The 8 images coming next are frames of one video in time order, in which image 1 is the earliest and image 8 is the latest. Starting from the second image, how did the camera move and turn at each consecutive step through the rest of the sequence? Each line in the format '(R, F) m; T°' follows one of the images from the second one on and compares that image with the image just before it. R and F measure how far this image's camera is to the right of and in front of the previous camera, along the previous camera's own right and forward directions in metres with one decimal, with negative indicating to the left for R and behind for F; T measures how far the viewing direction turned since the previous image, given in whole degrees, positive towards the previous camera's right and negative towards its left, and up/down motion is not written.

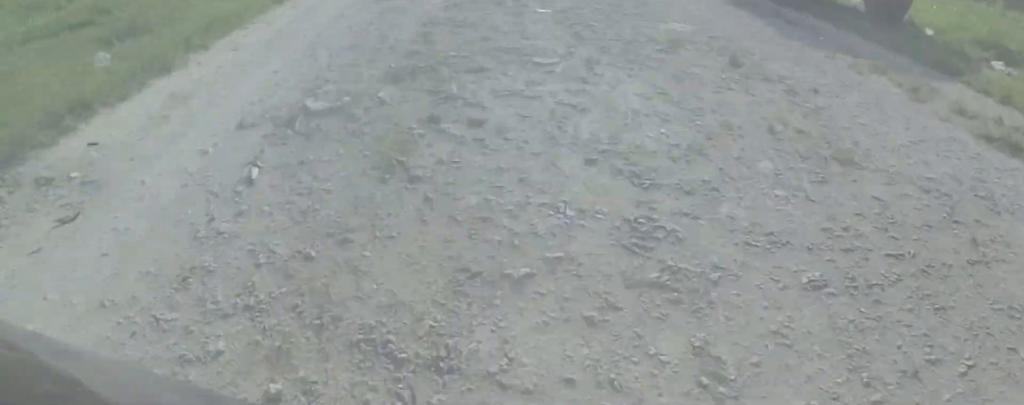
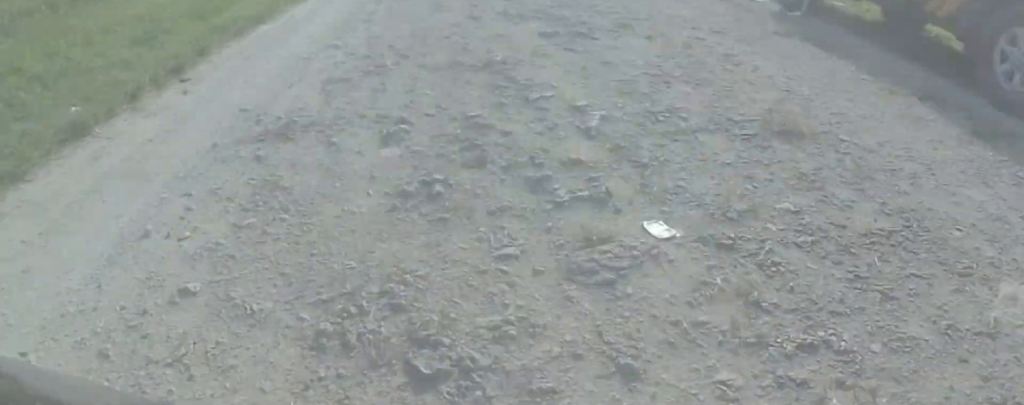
(+0.1, +3.5) m; -1°
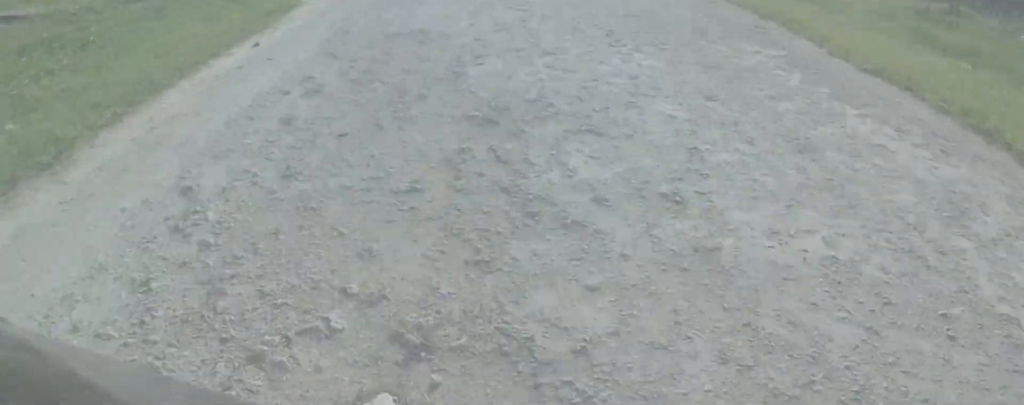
(-0.6, +9.2) m; 0°
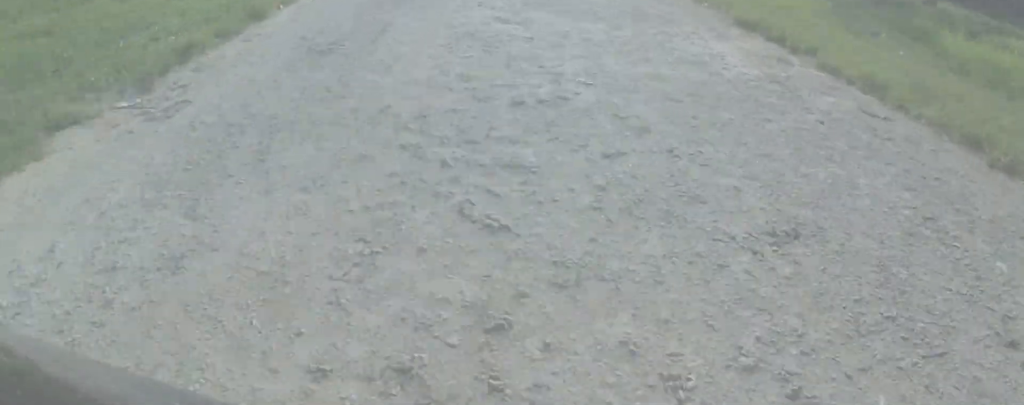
(+0.8, +3.8) m; 0°
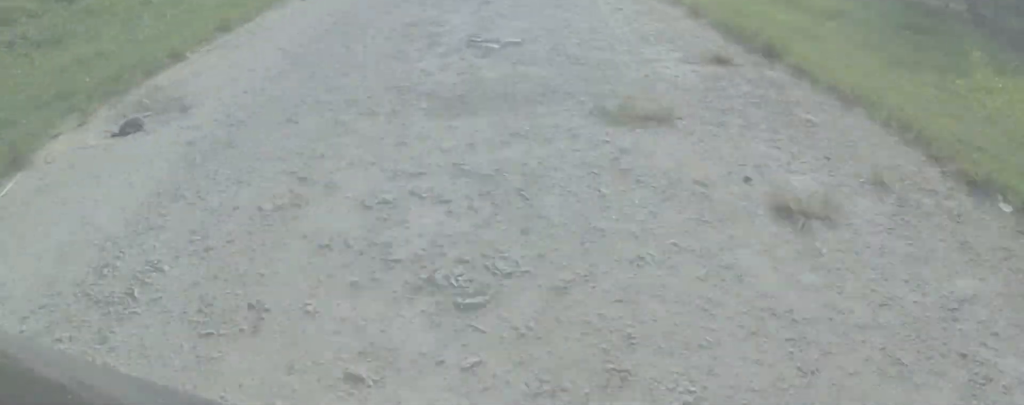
(-0.7, +5.1) m; 0°
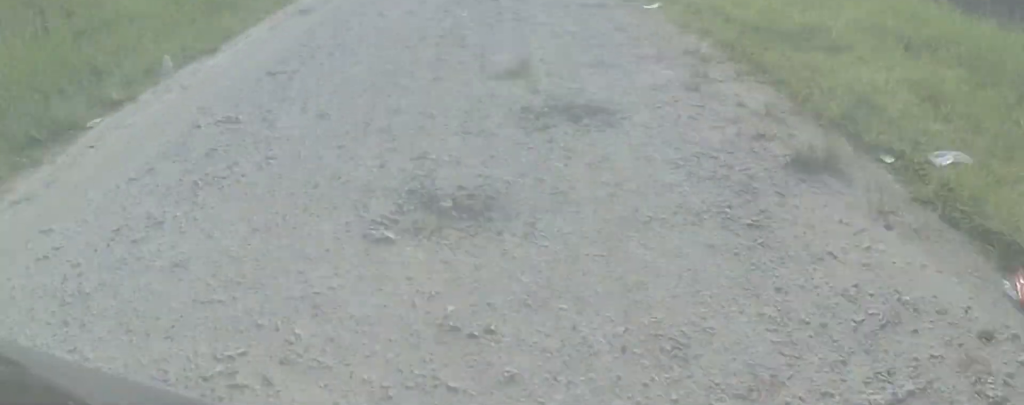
(+0.7, +11.2) m; 0°
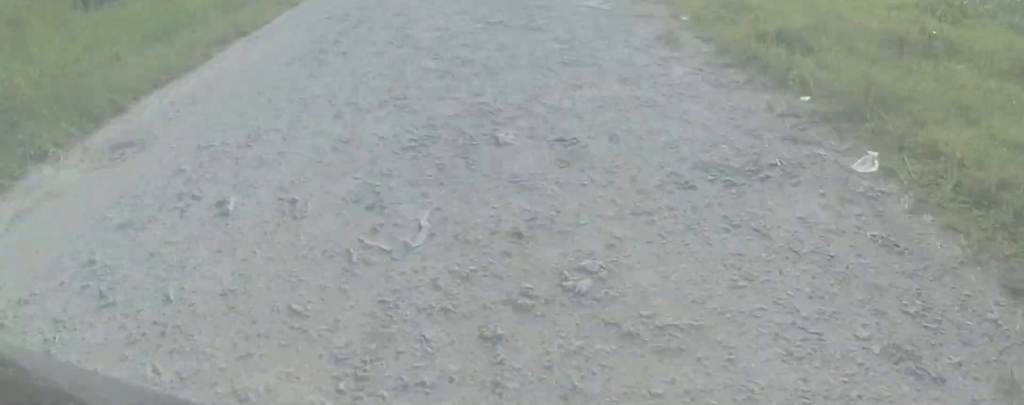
(-0.4, +3.7) m; 0°
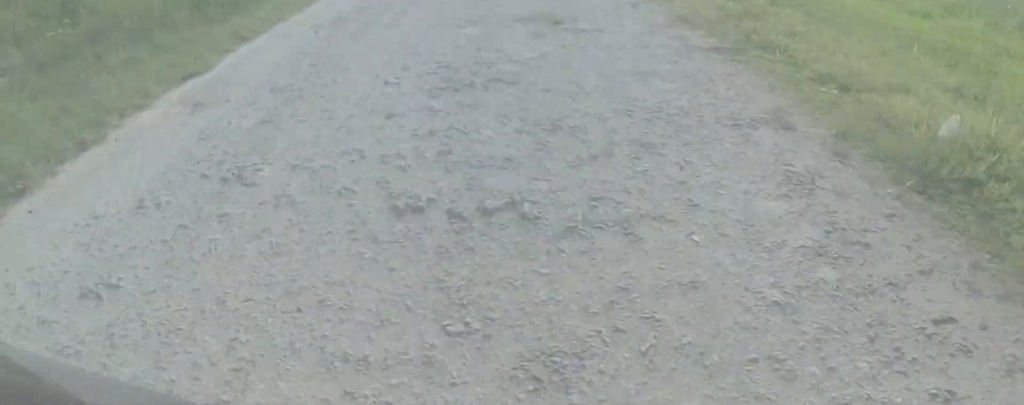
(-0.9, +5.8) m; -1°
